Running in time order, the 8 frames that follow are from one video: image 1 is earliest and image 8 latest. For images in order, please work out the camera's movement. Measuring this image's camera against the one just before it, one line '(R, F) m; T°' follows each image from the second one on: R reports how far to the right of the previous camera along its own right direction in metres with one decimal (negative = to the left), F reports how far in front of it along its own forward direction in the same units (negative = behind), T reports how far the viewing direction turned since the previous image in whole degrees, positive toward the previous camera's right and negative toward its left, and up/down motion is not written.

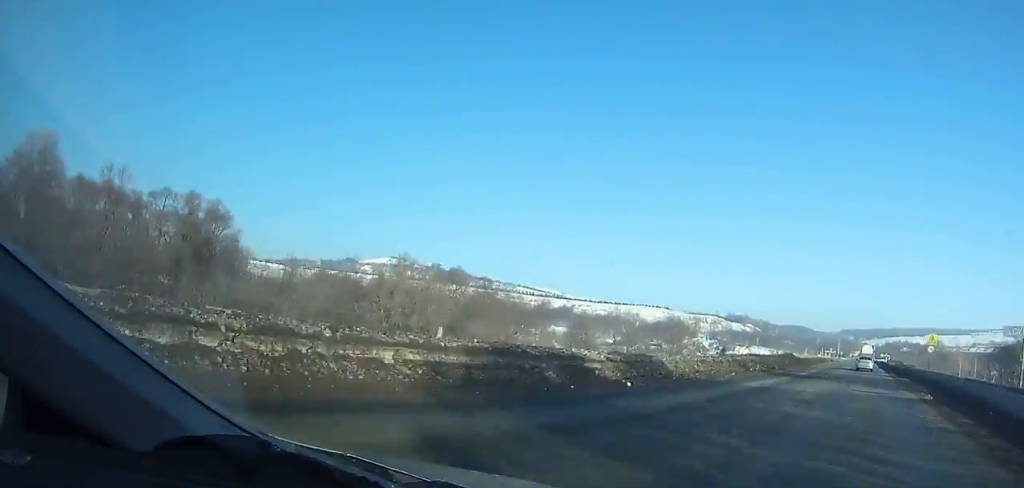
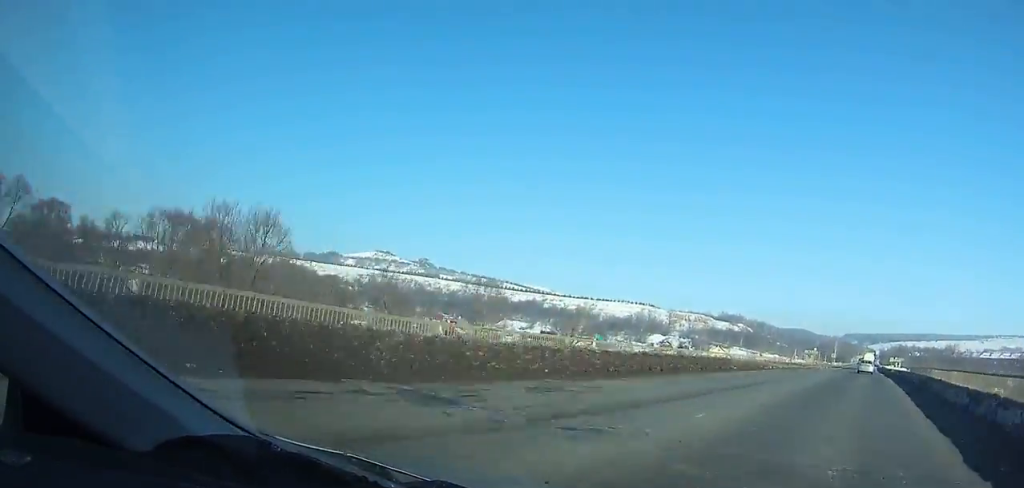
(-0.3, +79.2) m; 0°
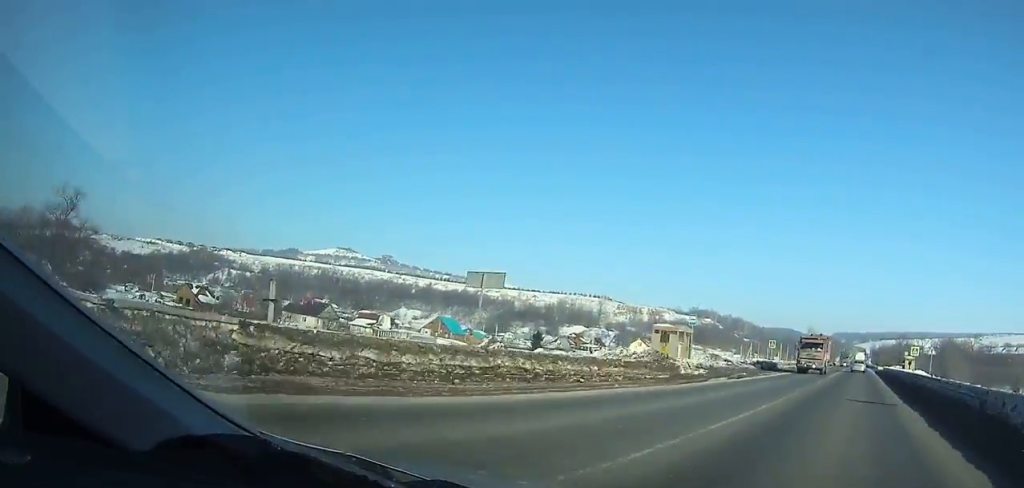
(+1.3, +104.6) m; +1°
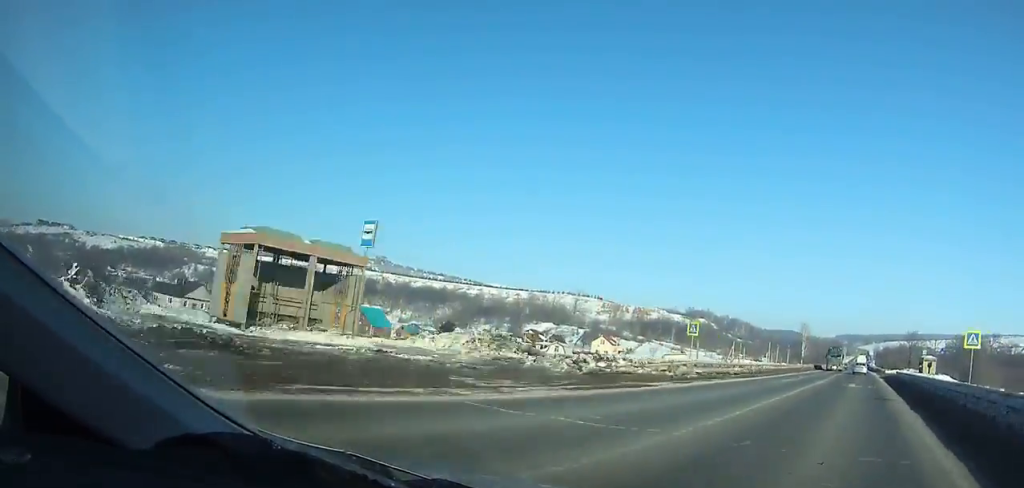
(0.0, +35.3) m; 0°
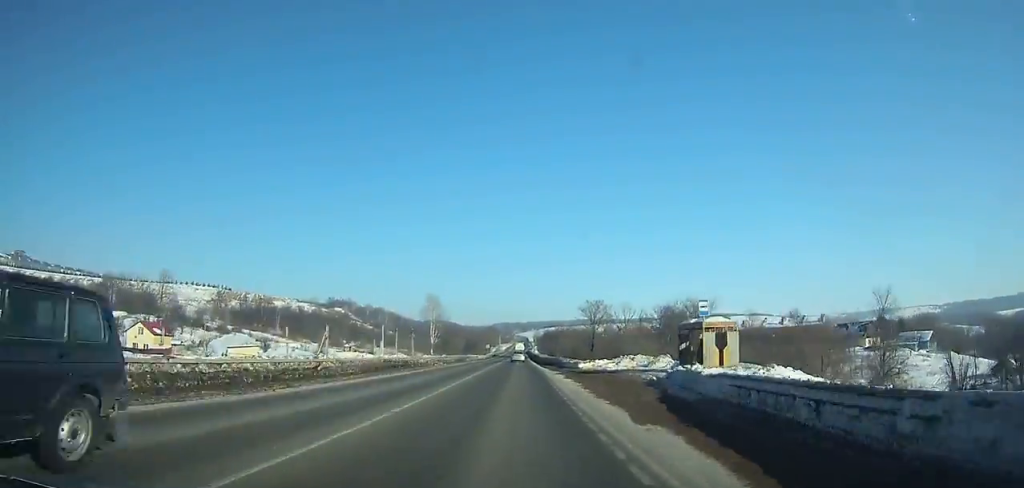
(-0.5, +63.8) m; -1°
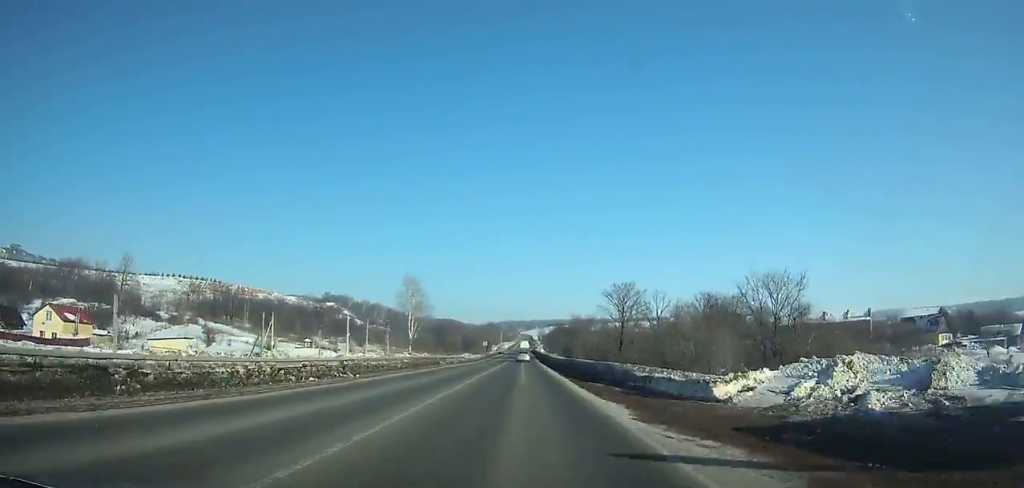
(-0.1, +30.3) m; 0°
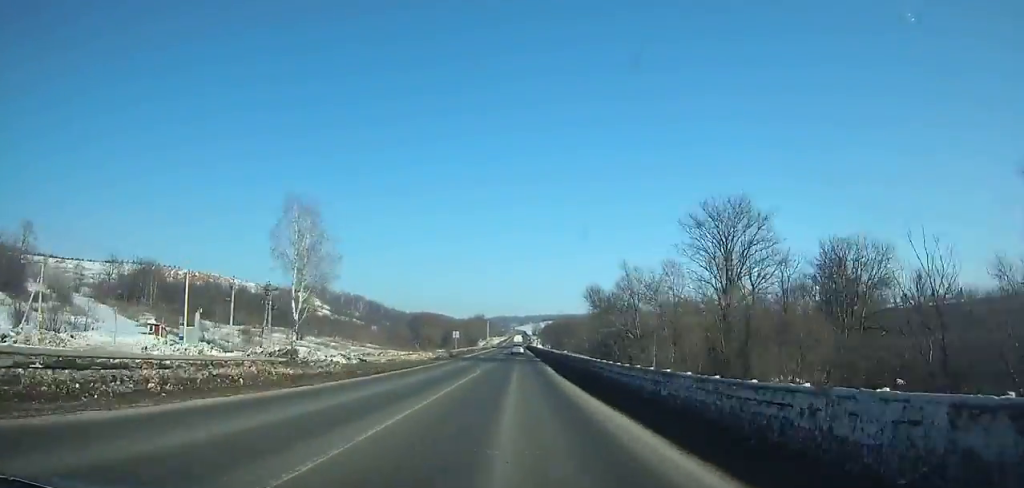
(+0.1, +51.3) m; 0°
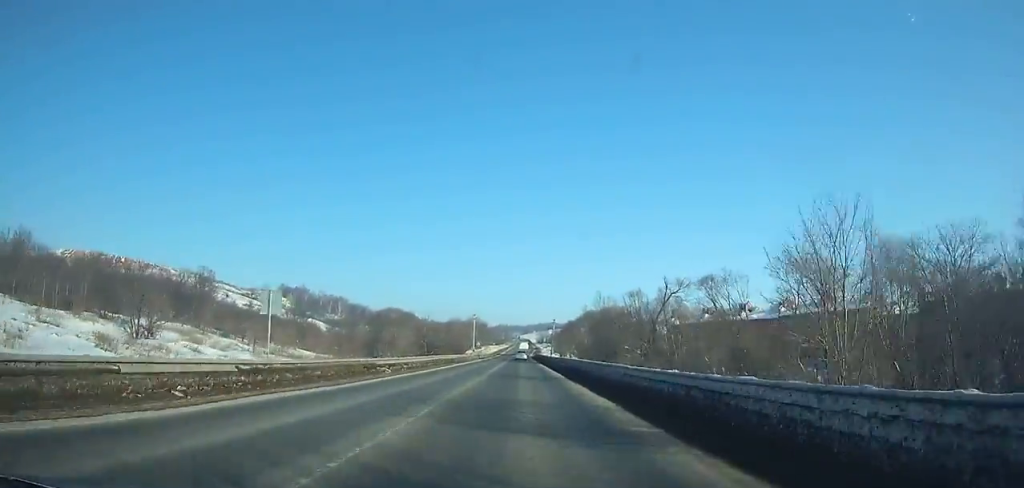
(0.0, +69.3) m; 0°
